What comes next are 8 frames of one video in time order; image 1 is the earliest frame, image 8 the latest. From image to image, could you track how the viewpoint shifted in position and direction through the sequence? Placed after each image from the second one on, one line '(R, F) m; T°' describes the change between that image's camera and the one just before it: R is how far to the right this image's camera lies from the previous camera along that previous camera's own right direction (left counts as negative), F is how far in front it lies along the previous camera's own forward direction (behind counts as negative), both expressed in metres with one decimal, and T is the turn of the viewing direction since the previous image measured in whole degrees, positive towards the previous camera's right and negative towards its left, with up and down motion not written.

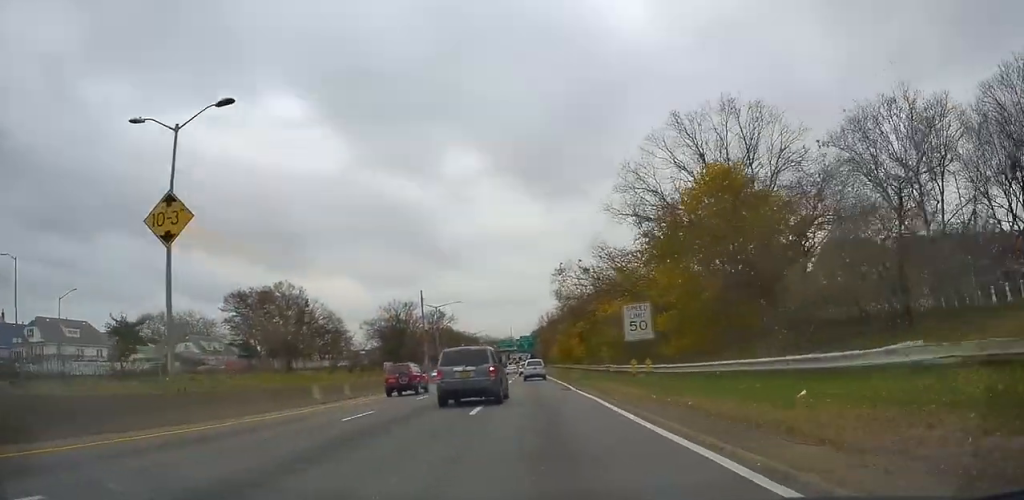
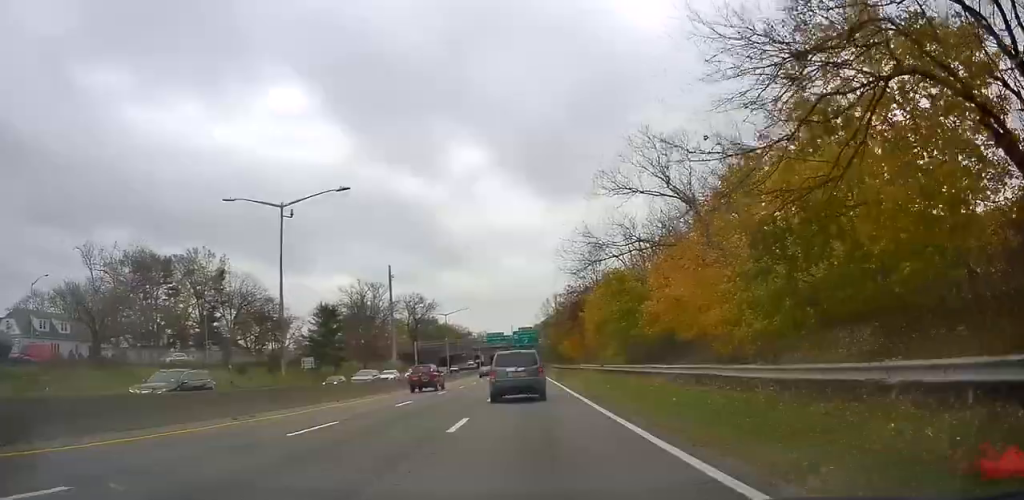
(+0.6, +43.1) m; +1°
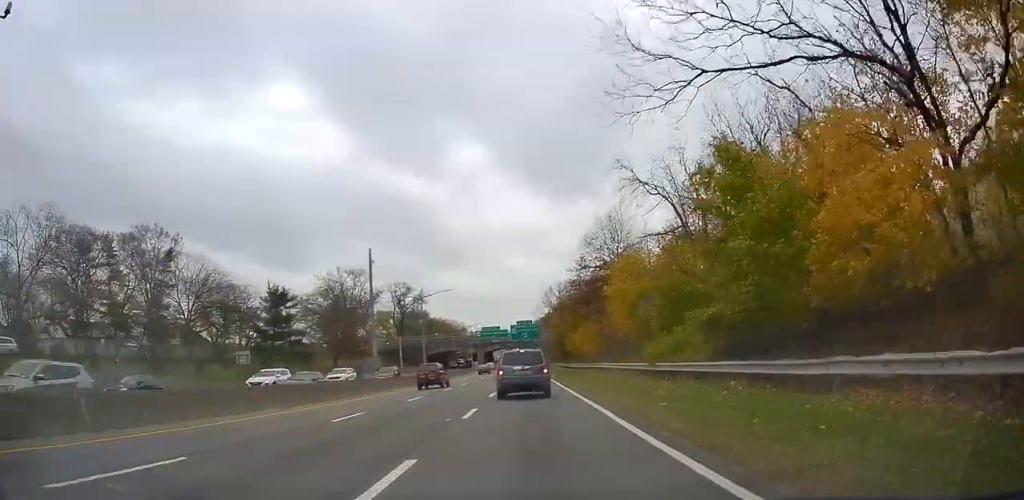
(0.0, +17.2) m; 0°
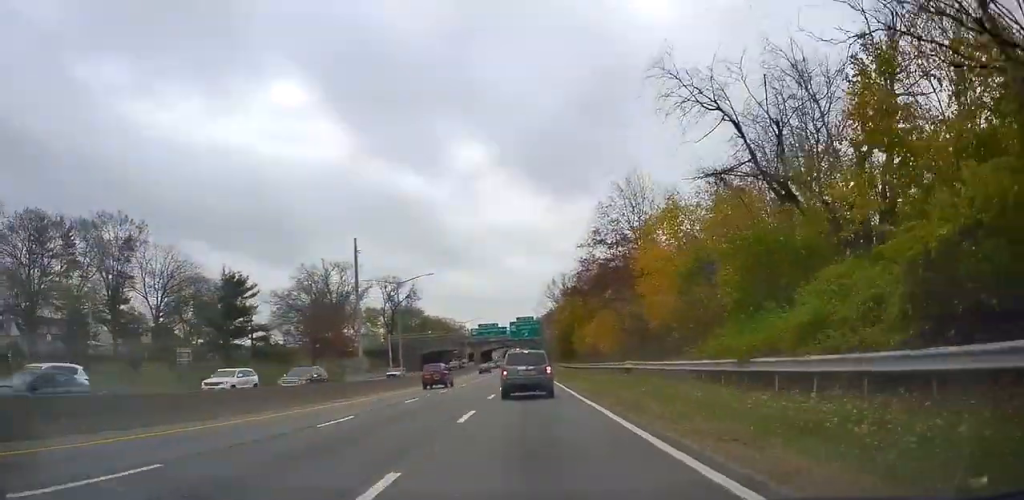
(0.0, +10.6) m; 0°
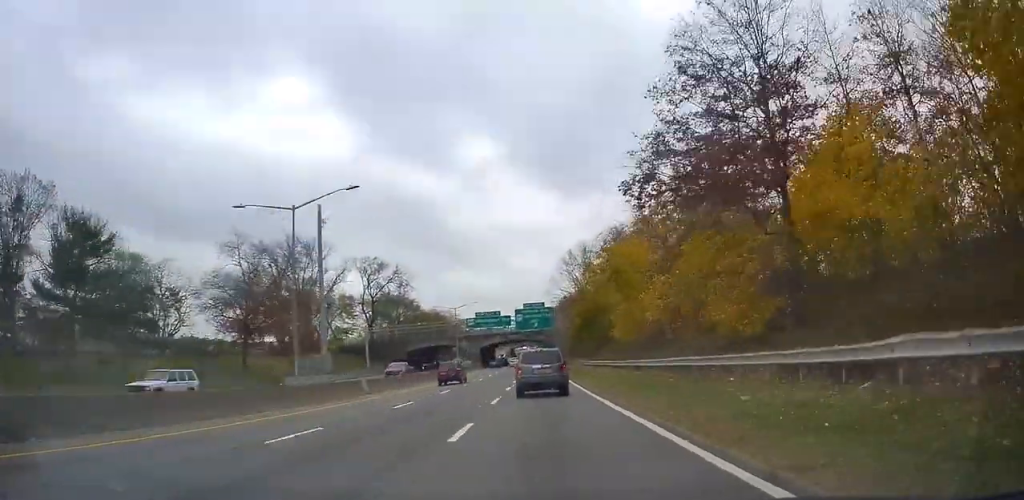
(0.0, +23.2) m; -1°
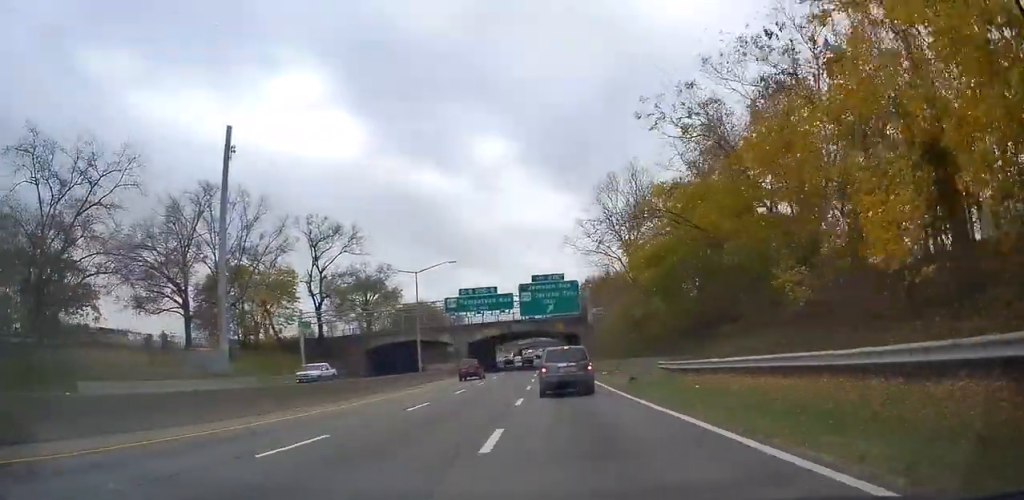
(-0.5, +30.6) m; -1°
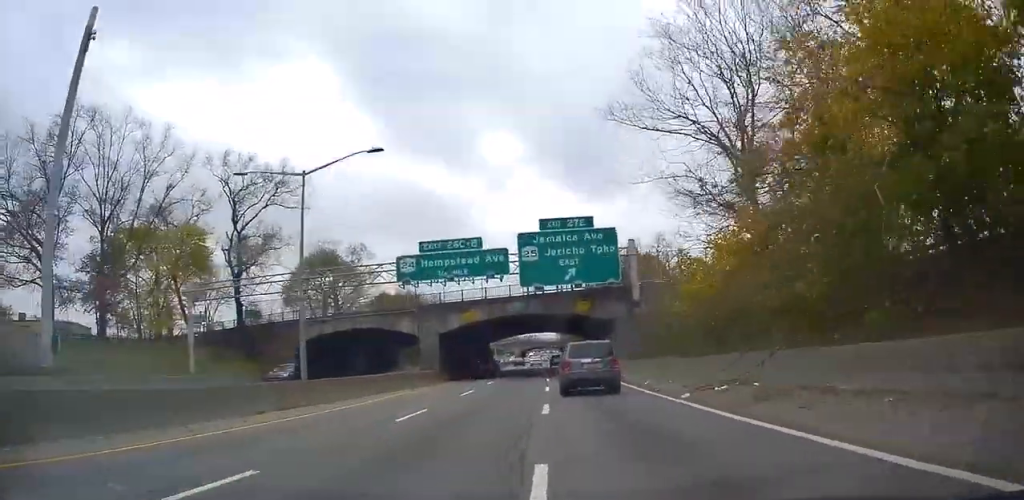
(+0.3, +23.6) m; 0°
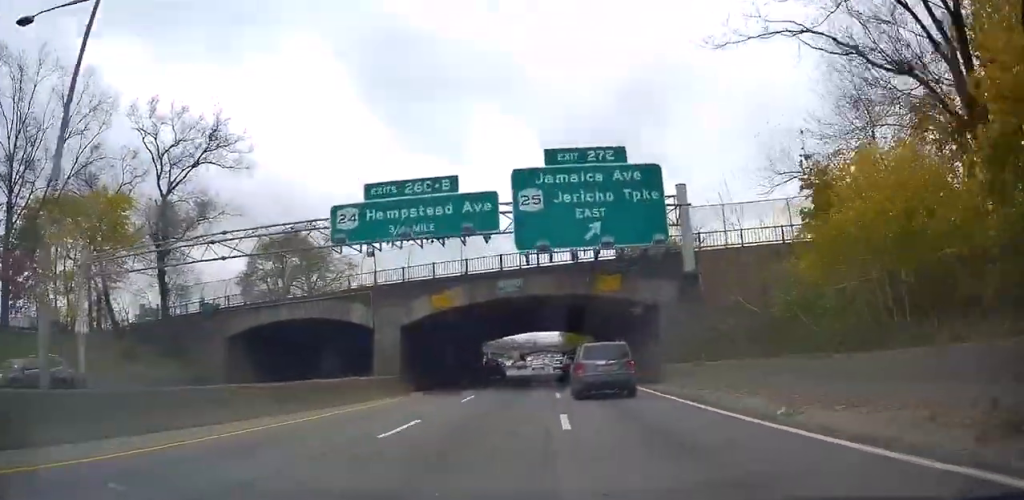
(-0.1, +12.6) m; -1°
